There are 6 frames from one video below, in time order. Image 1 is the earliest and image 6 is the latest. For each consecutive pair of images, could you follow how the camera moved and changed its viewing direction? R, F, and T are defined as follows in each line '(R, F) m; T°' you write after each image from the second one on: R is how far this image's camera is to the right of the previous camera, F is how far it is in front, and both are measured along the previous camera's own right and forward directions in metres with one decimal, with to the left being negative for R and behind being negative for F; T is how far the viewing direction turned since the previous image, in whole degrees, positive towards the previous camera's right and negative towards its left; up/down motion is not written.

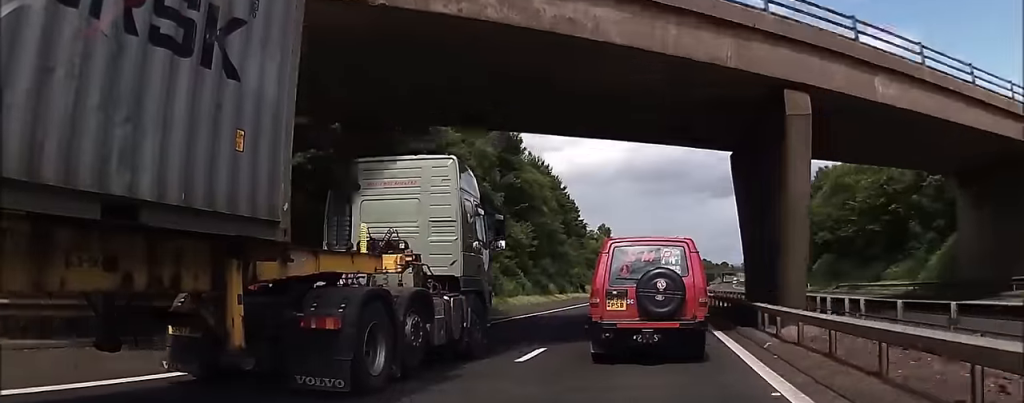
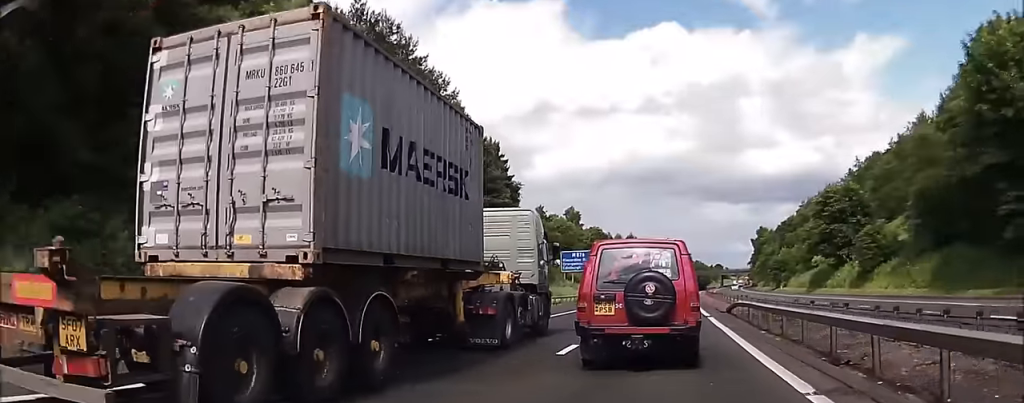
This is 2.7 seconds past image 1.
(+1.2, +61.9) m; +2°
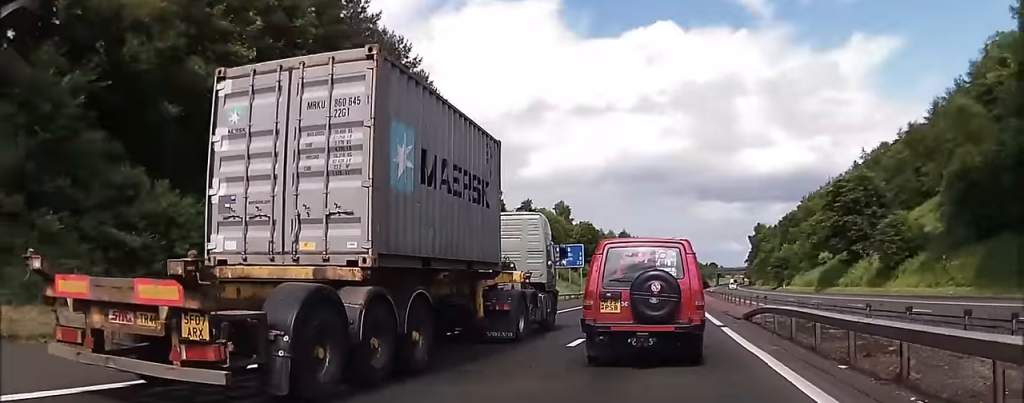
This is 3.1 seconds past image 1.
(+0.2, +8.3) m; 0°
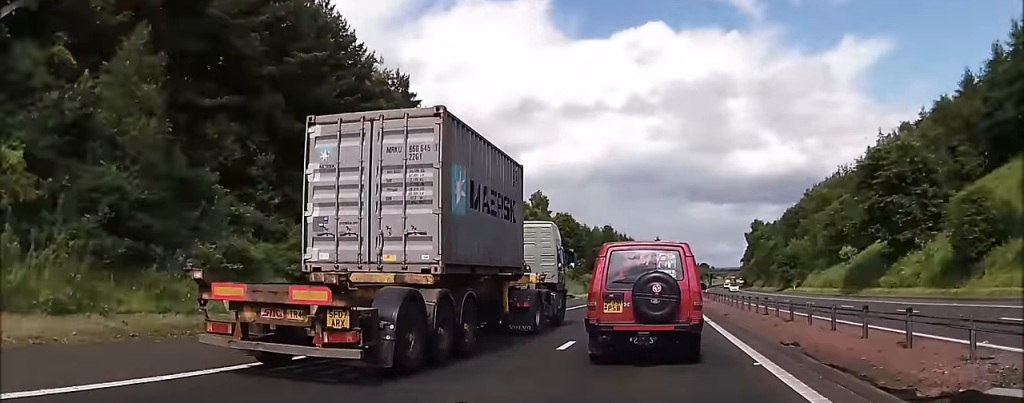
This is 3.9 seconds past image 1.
(-0.2, +17.3) m; 0°
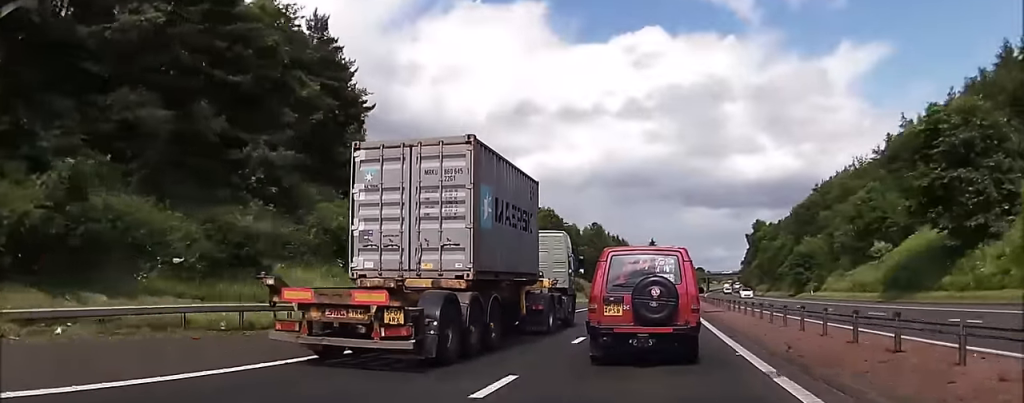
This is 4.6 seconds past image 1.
(+0.1, +14.1) m; +1°
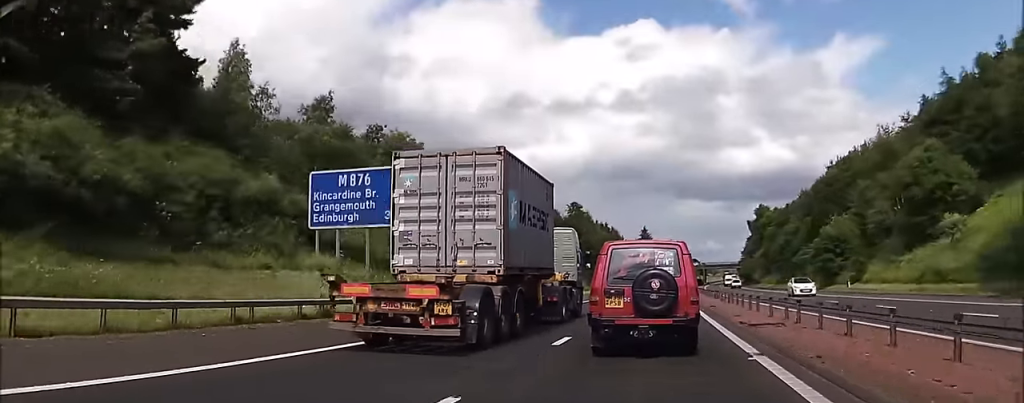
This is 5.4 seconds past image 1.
(+0.3, +18.9) m; 0°
